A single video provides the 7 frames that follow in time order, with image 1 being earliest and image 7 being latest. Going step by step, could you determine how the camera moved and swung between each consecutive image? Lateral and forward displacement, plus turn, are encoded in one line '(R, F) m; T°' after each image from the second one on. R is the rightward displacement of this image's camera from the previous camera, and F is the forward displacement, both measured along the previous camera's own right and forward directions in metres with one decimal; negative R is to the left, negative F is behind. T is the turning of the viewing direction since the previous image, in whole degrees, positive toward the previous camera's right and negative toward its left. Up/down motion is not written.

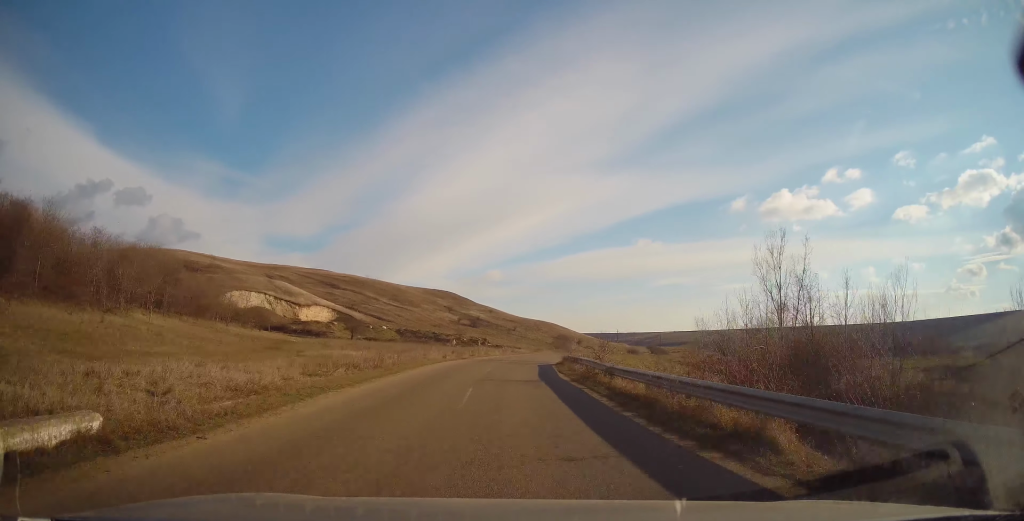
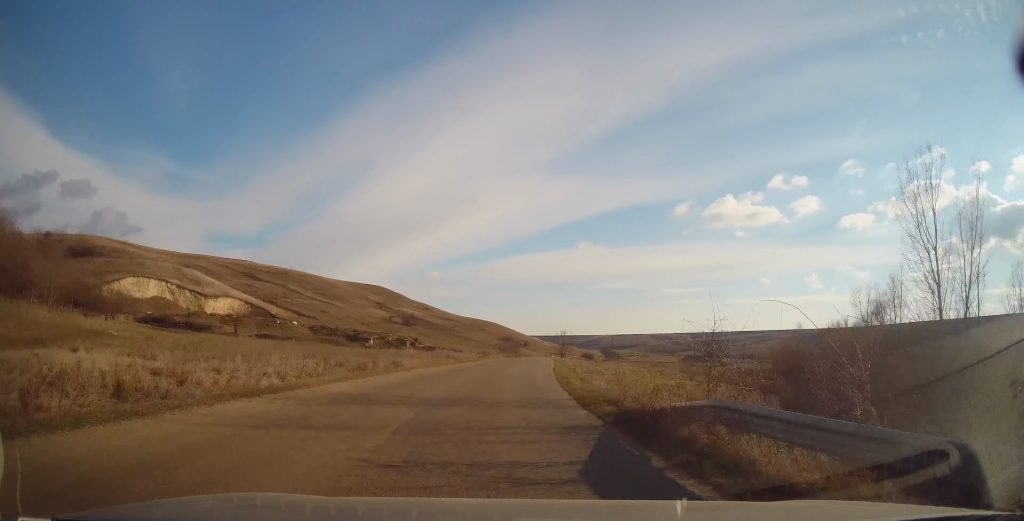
(+1.3, +29.0) m; +5°
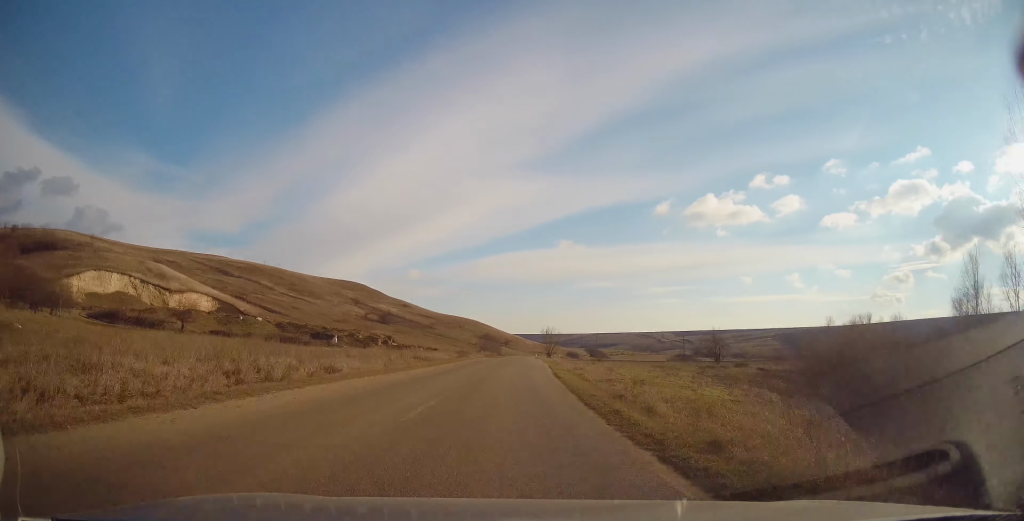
(+0.2, +9.4) m; +2°
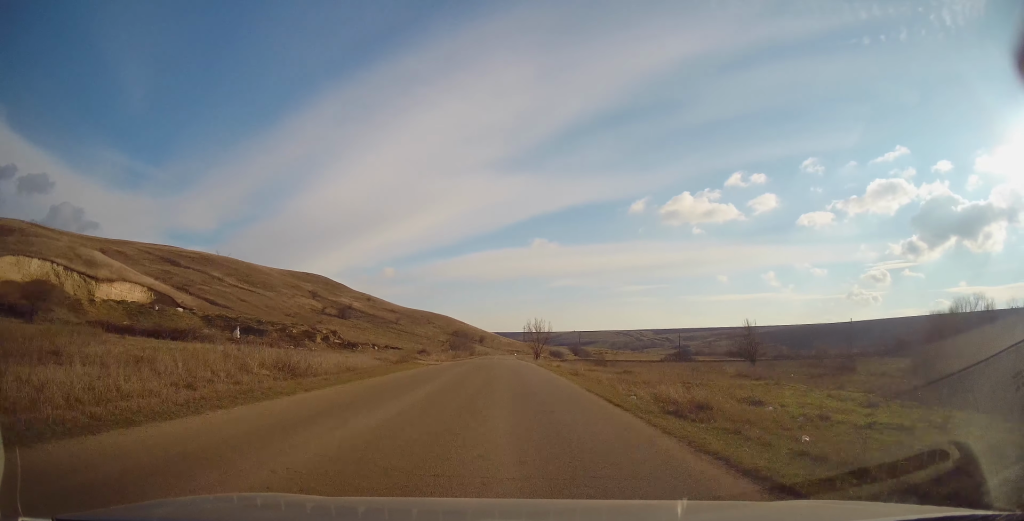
(+0.8, +23.4) m; +3°
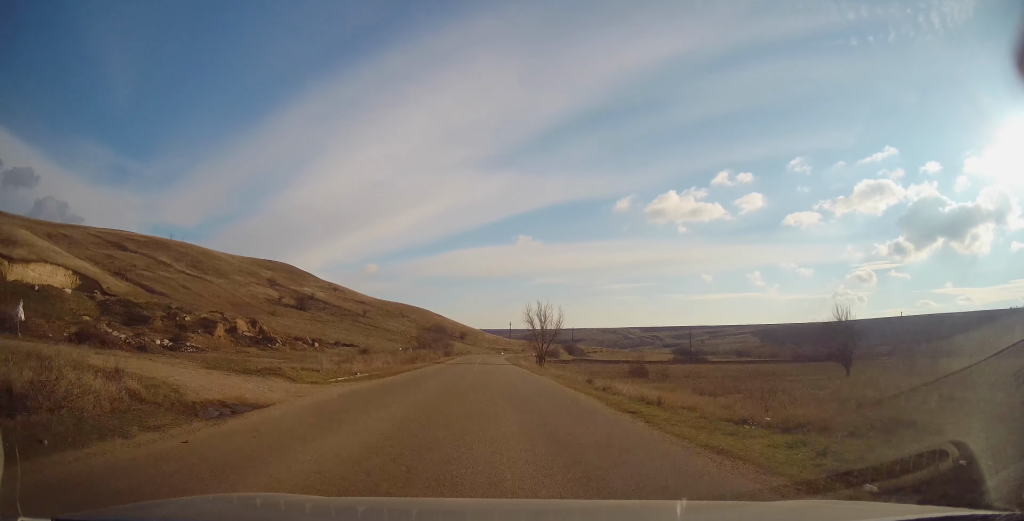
(+0.5, +25.3) m; +1°
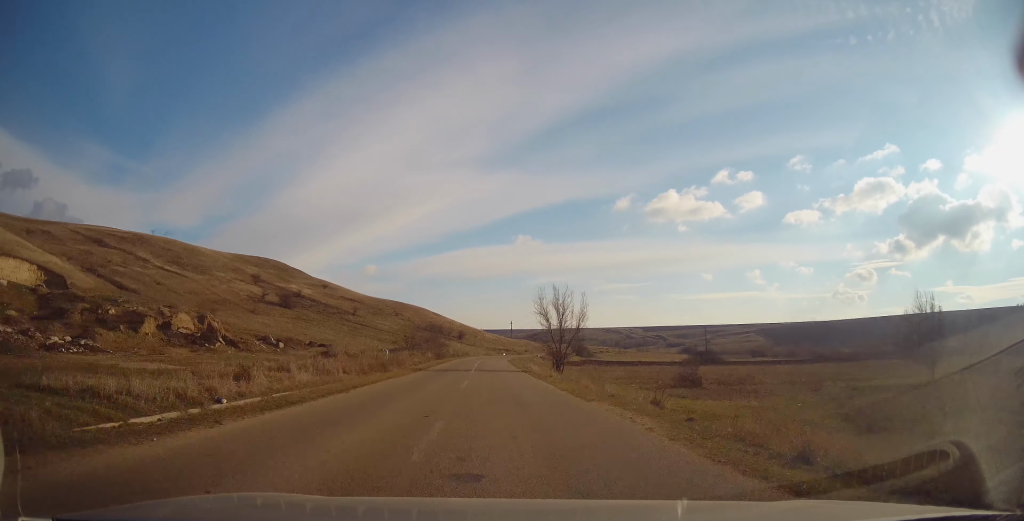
(0.0, +12.9) m; 0°
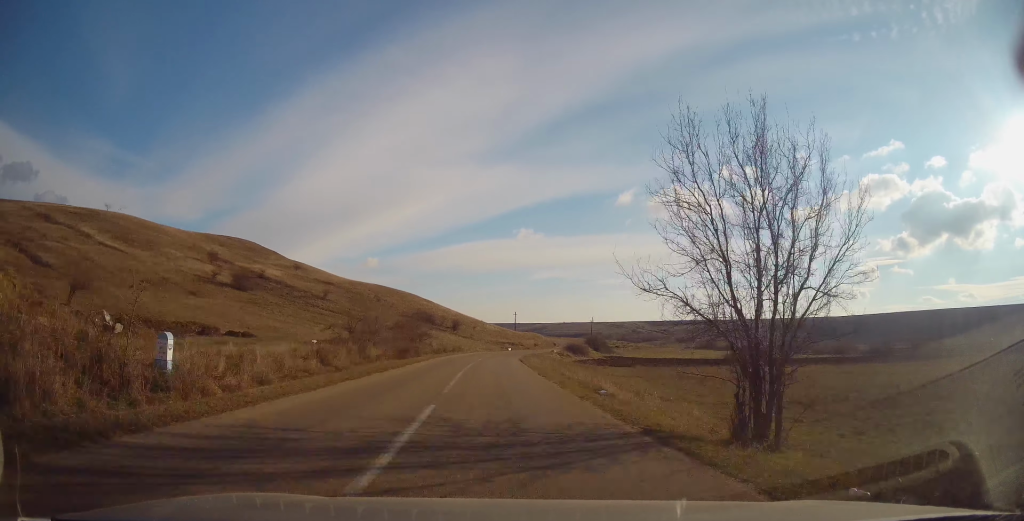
(+0.2, +29.0) m; 0°
